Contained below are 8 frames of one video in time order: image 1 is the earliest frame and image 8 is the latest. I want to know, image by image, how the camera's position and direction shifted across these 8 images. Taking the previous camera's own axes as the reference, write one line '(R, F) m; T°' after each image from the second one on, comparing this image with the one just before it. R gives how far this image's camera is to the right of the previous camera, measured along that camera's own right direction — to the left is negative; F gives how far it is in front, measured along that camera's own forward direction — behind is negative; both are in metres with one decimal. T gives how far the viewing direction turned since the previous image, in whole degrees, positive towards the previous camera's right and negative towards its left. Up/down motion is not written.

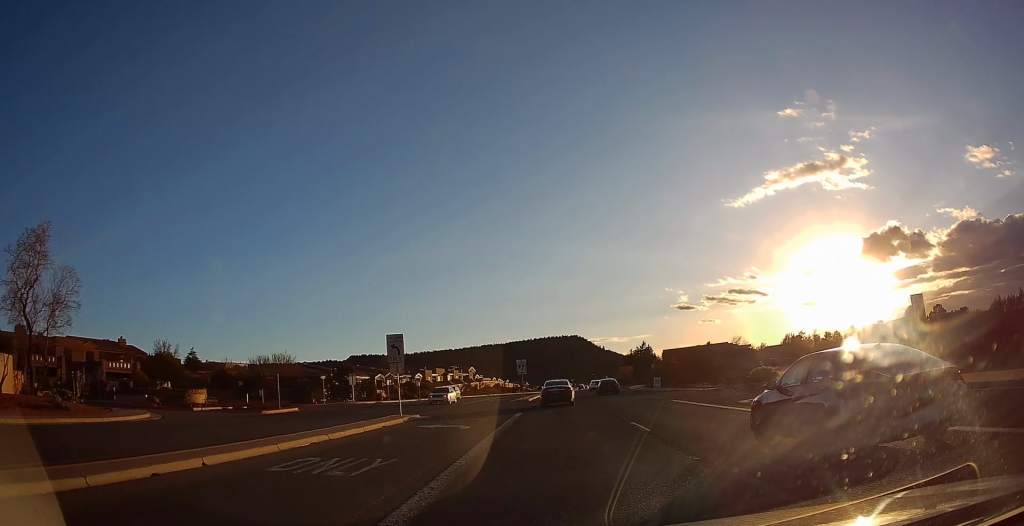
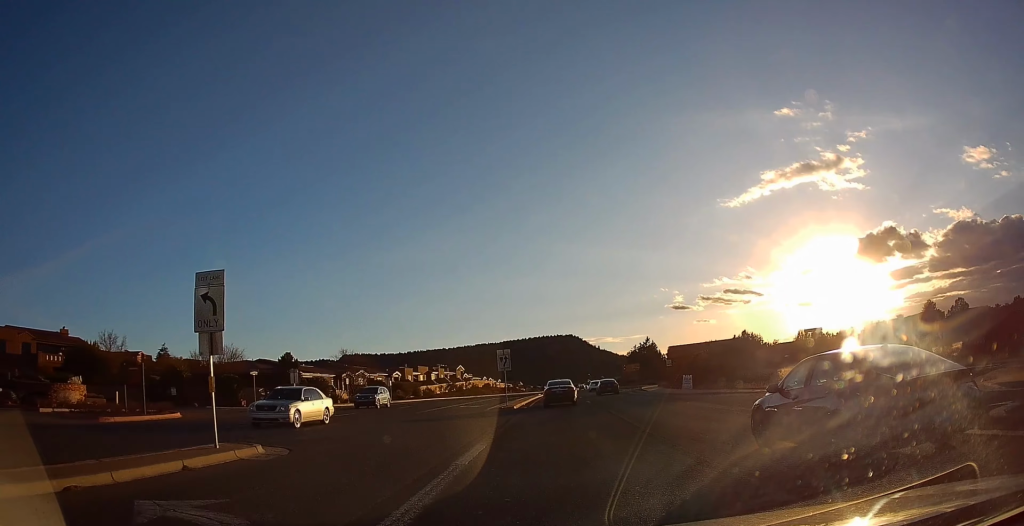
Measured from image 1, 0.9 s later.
(+0.4, +14.6) m; +3°
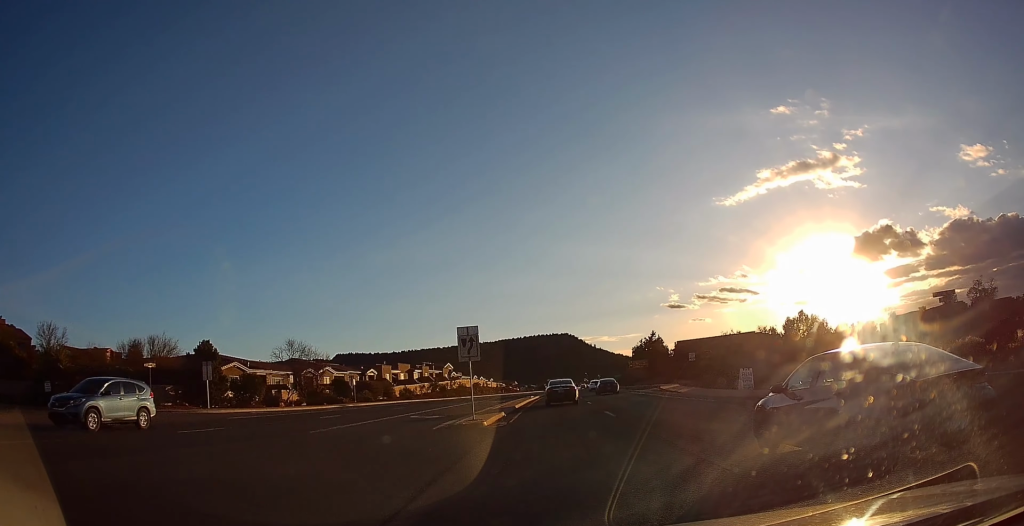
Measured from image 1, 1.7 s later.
(+0.3, +14.0) m; +1°
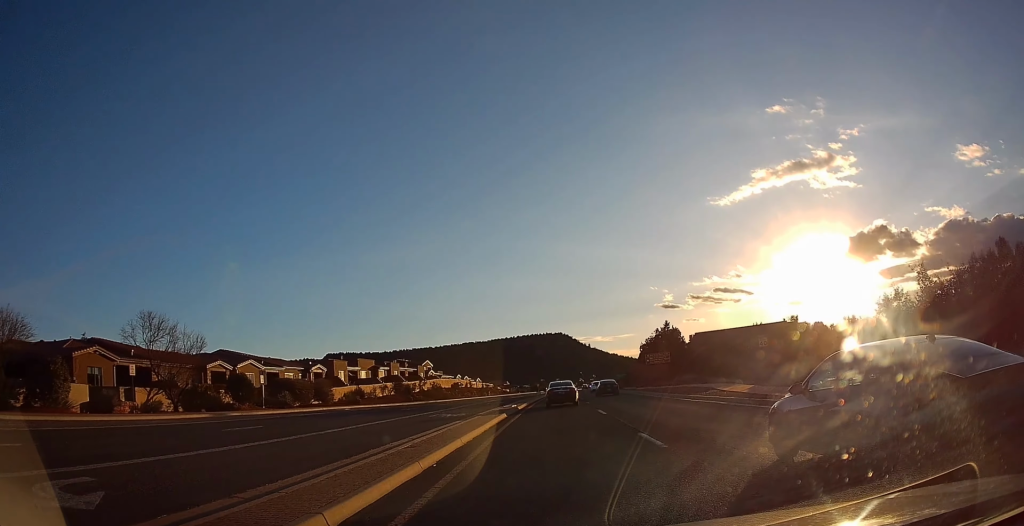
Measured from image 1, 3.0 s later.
(-0.2, +22.0) m; -1°
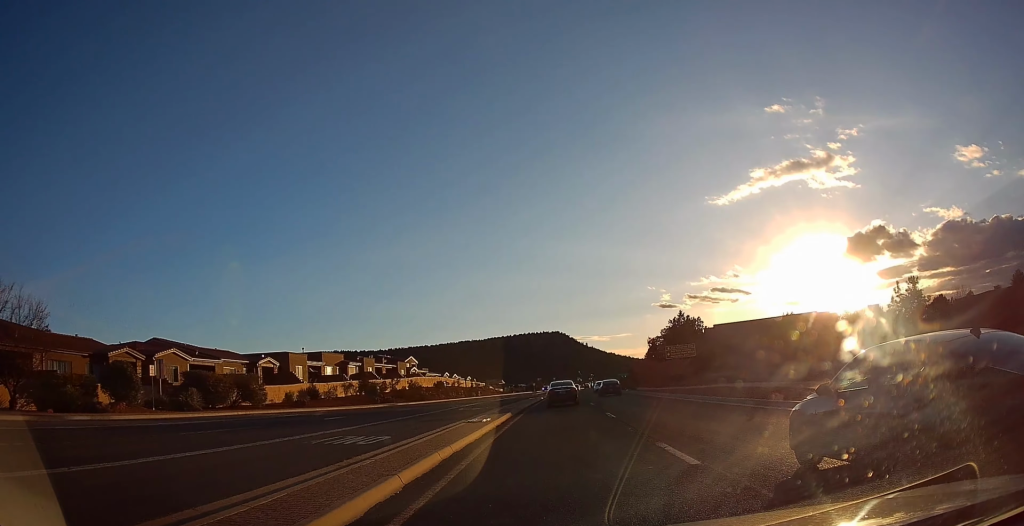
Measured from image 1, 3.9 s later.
(-0.1, +14.9) m; 0°
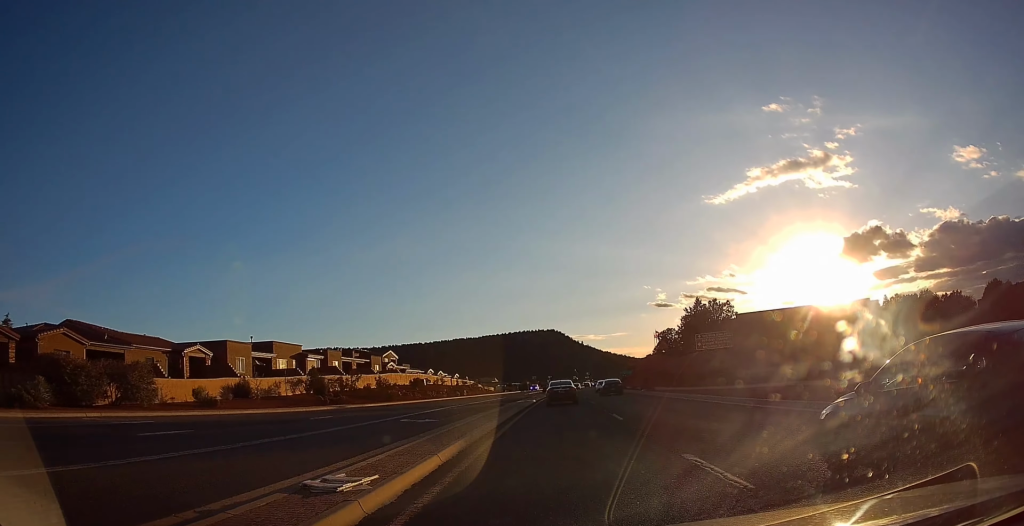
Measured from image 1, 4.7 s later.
(0.0, +14.4) m; +1°
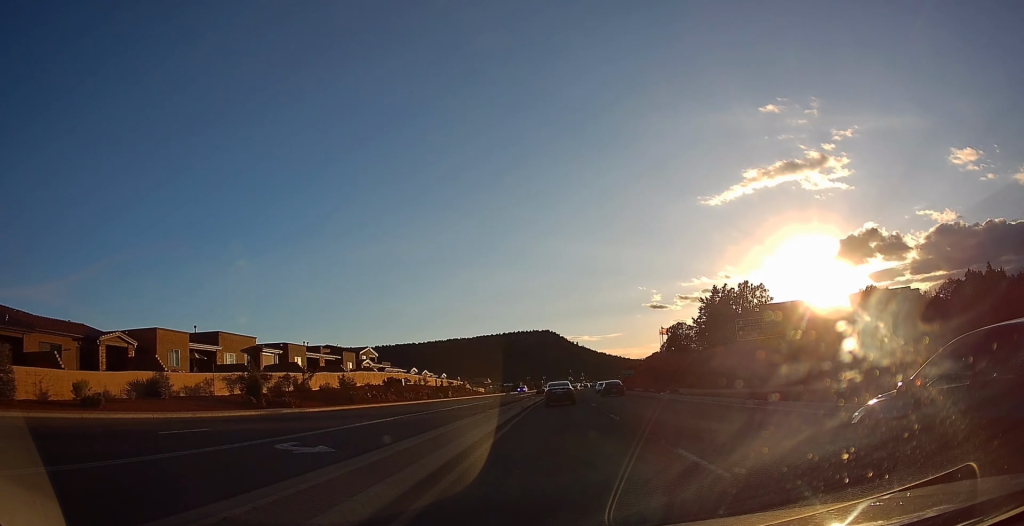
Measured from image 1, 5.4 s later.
(+0.1, +11.5) m; +1°
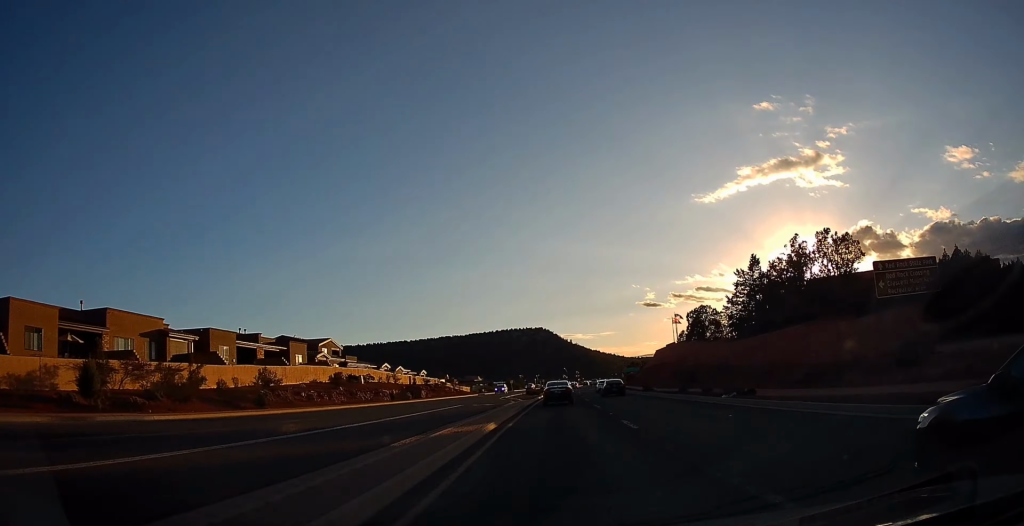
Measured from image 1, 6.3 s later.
(+0.4, +16.5) m; -1°
